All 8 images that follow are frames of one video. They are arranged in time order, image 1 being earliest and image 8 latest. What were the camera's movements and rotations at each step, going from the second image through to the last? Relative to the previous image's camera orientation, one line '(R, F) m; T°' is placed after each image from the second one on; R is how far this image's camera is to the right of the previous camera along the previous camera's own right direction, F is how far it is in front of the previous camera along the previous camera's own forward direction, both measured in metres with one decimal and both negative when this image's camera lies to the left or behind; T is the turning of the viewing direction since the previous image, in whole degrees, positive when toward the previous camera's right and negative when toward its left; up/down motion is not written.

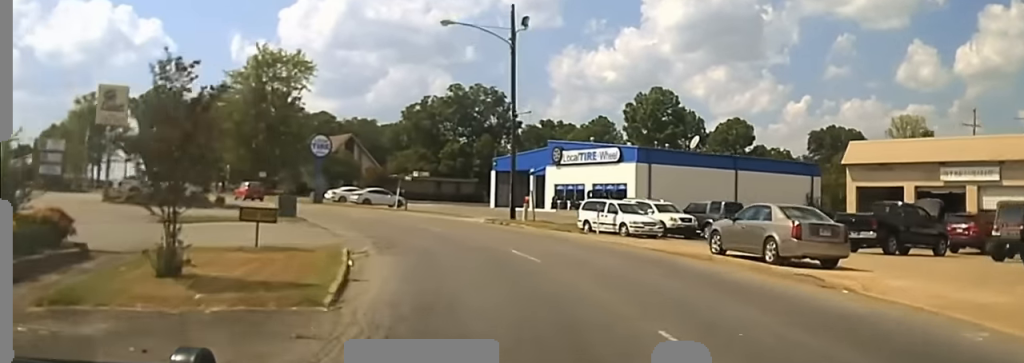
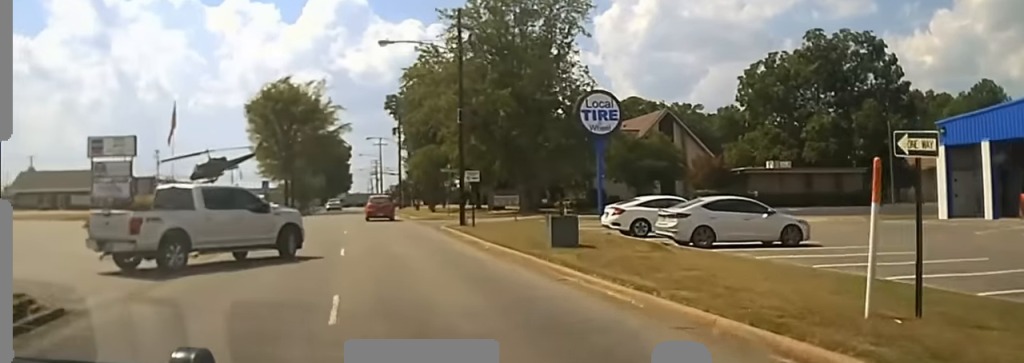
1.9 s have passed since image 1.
(-0.5, +44.7) m; -8°
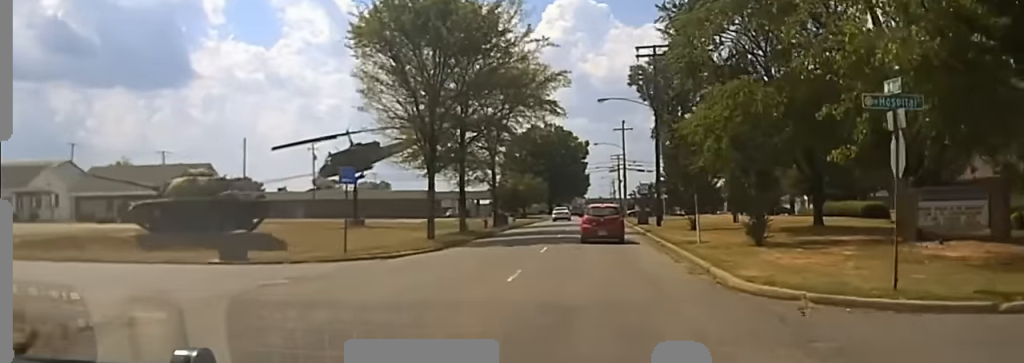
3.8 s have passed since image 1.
(-11.5, +41.2) m; -28°
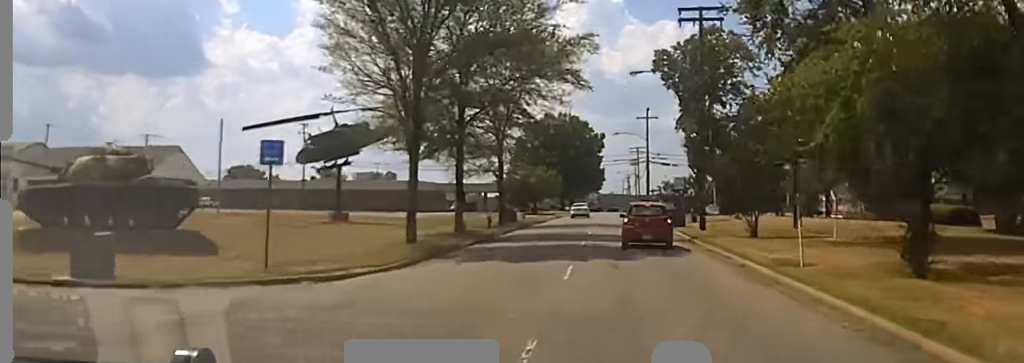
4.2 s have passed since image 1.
(-0.8, +10.3) m; -3°
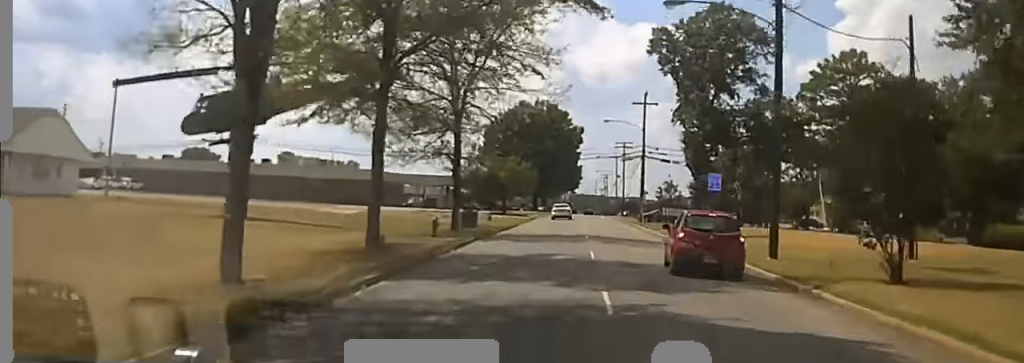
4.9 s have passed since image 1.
(-0.2, +16.4) m; 0°
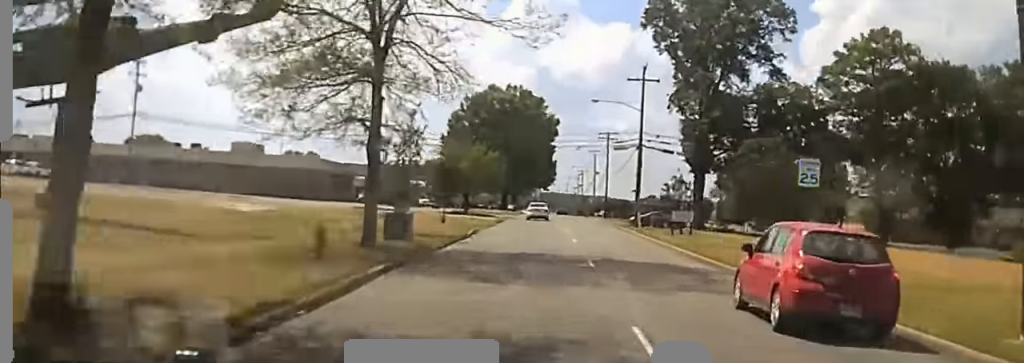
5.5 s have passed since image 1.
(0.0, +14.3) m; 0°
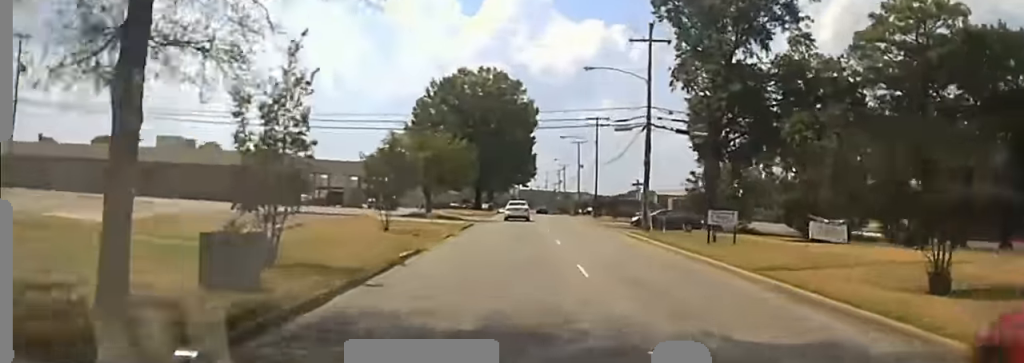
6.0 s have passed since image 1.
(+0.1, +13.2) m; 0°
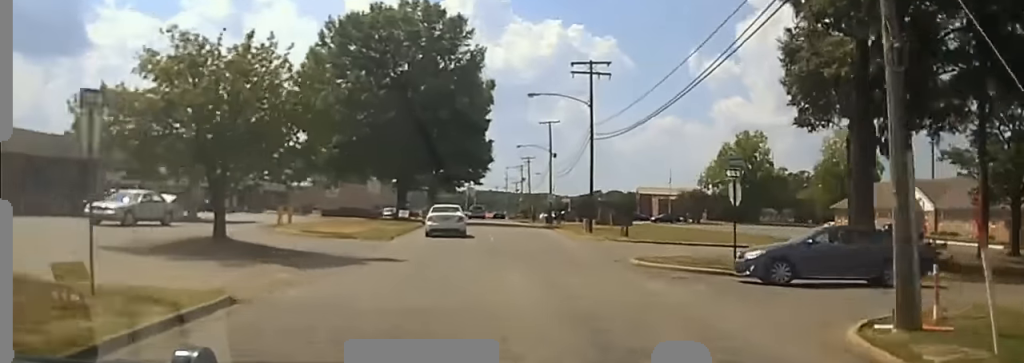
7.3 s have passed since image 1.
(+0.2, +35.6) m; +3°
